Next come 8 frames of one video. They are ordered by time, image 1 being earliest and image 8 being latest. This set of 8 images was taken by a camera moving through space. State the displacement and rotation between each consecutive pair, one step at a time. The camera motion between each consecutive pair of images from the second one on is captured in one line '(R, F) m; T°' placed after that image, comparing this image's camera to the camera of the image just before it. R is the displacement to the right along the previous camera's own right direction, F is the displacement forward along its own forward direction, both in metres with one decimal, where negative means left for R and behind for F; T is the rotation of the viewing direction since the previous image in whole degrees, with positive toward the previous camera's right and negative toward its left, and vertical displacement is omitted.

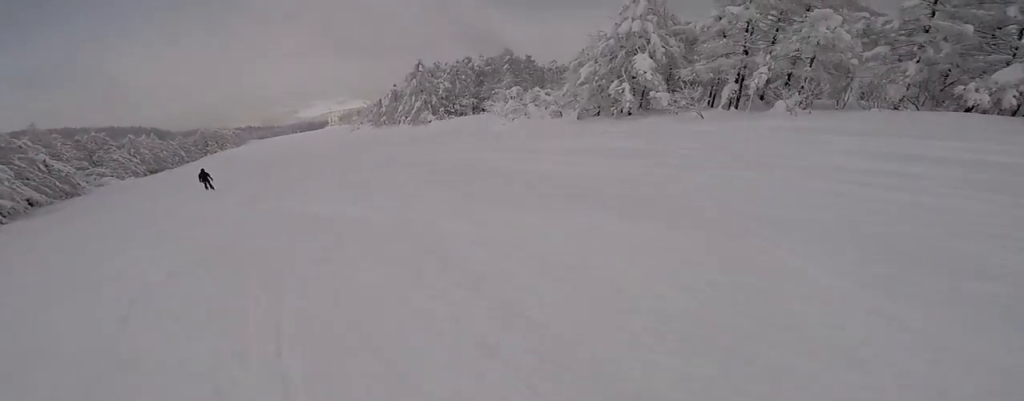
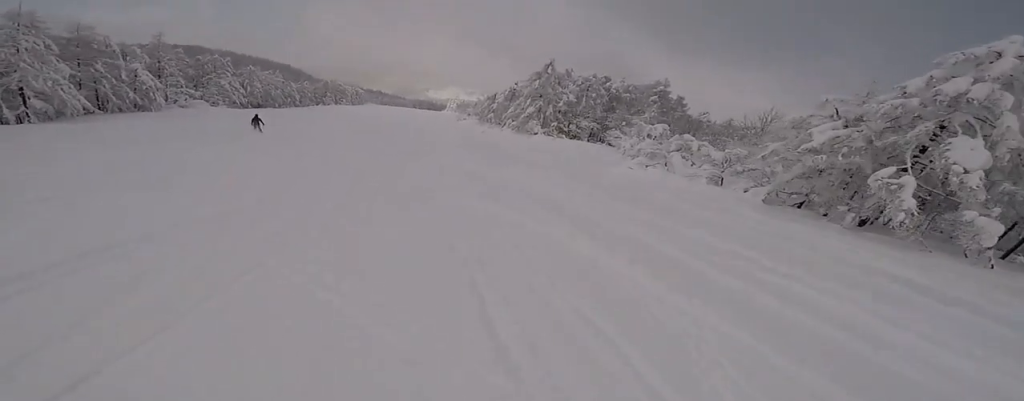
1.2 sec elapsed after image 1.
(-1.2, +12.0) m; -11°
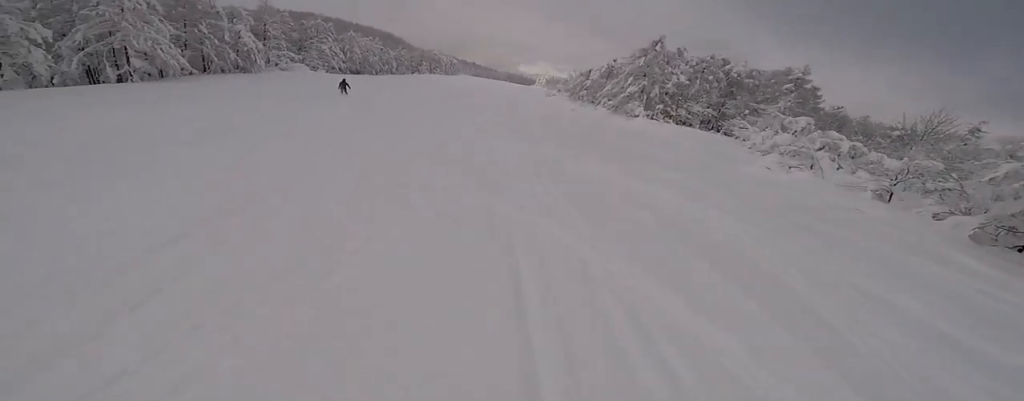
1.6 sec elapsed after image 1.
(+0.3, +4.2) m; -4°
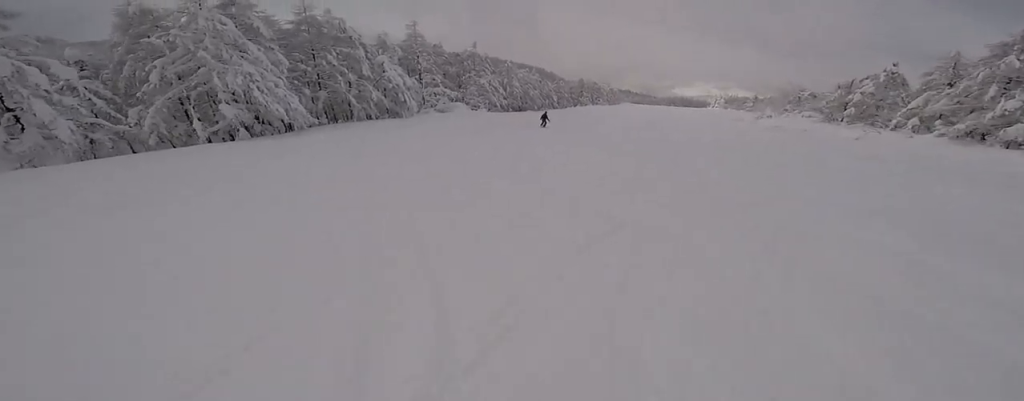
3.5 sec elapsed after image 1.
(-5.1, +19.0) m; -24°
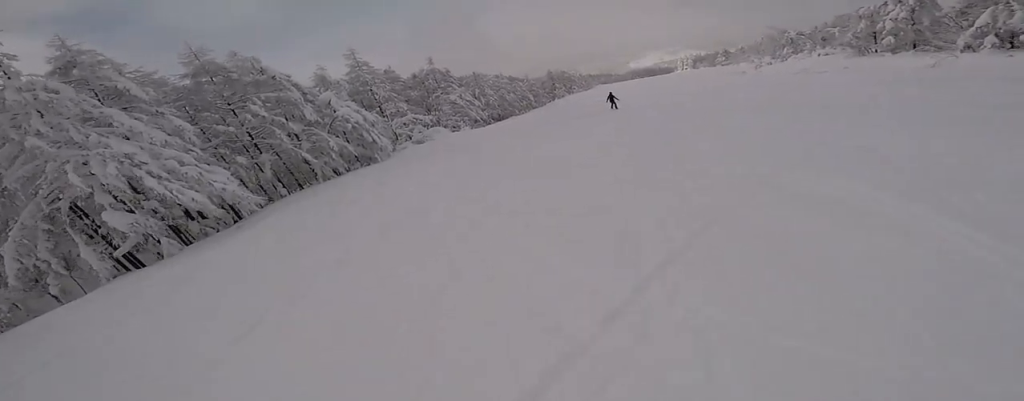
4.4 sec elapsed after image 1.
(-0.5, +9.4) m; +5°
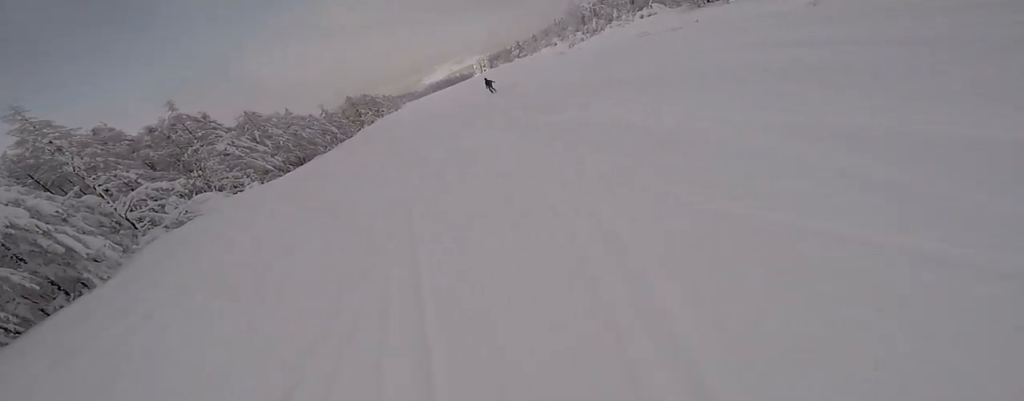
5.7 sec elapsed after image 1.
(+2.2, +13.6) m; +21°
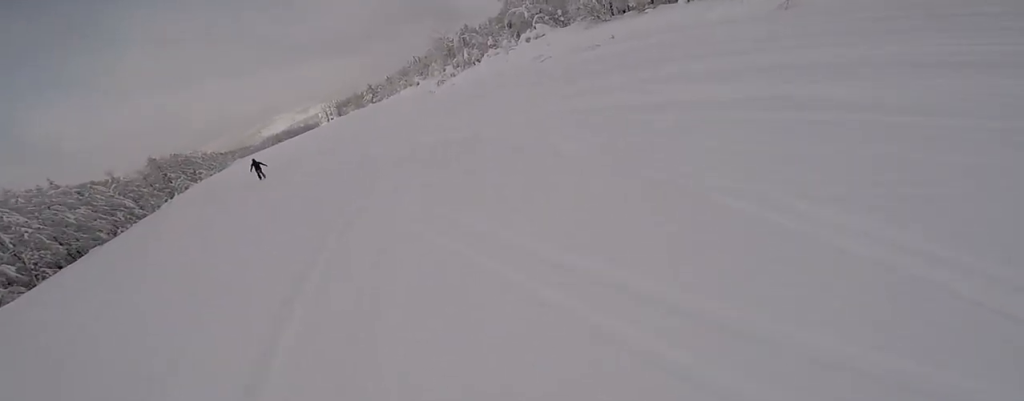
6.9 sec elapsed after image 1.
(+2.4, +12.8) m; +20°
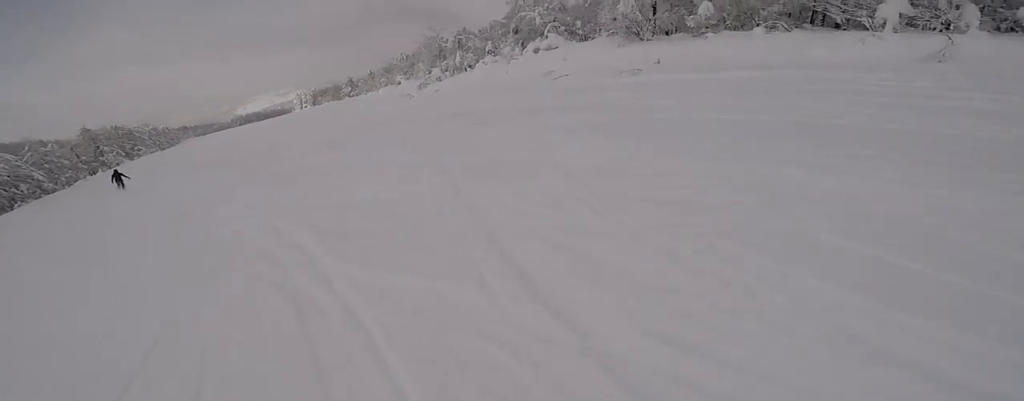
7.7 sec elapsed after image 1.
(+0.8, +8.1) m; +12°
